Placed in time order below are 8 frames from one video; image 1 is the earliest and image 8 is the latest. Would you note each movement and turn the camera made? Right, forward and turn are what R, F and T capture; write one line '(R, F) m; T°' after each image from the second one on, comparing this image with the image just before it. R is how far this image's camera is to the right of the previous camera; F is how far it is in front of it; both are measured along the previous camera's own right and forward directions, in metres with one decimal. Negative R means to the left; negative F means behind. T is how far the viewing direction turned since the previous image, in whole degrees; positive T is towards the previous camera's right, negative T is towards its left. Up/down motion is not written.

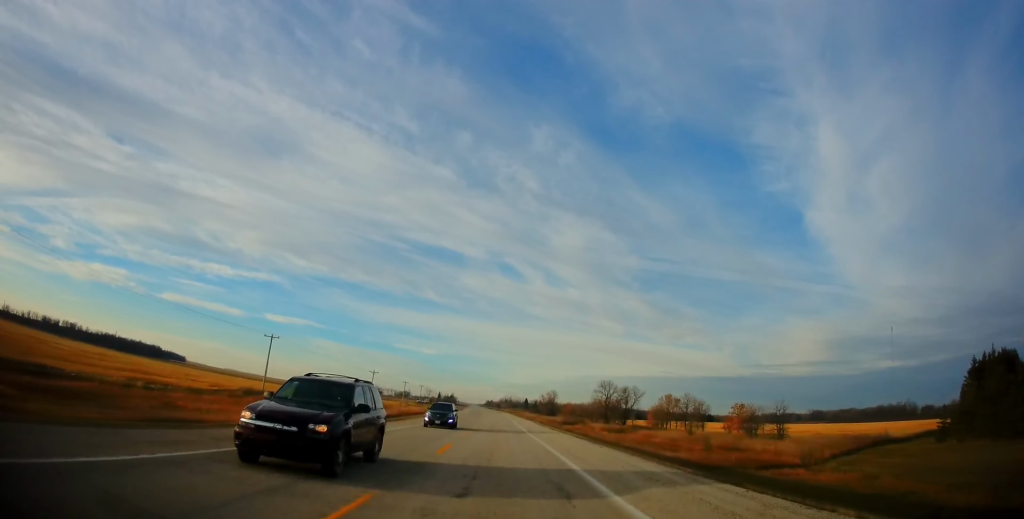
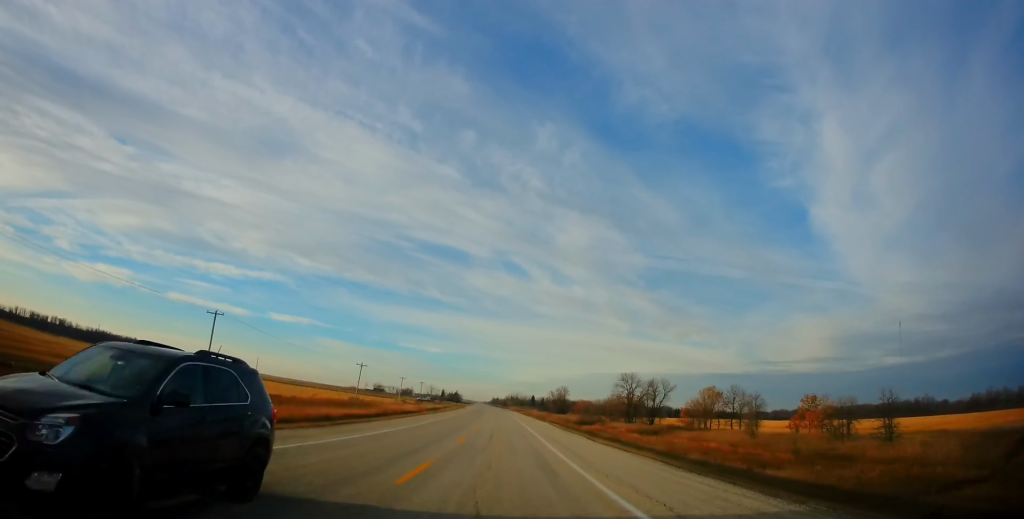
(-0.3, +17.8) m; -1°
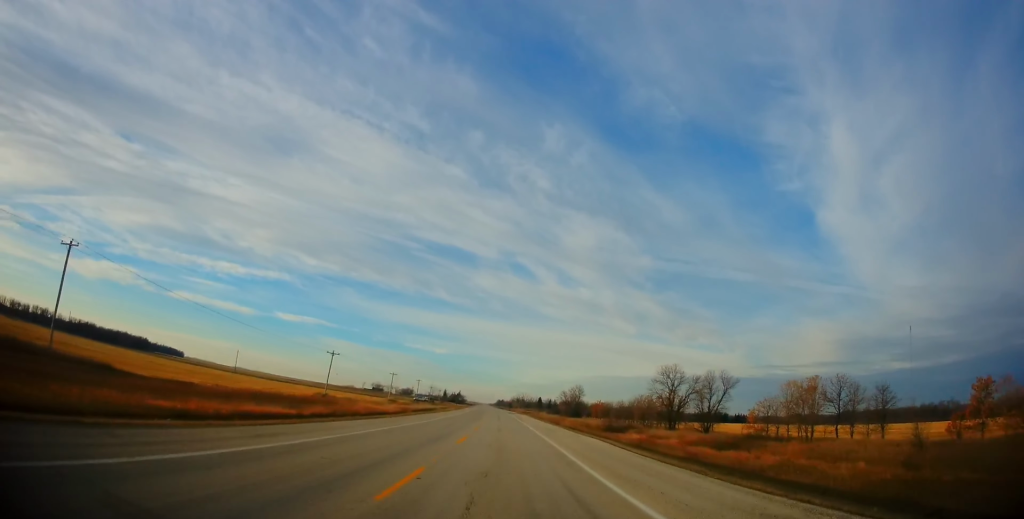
(0.0, +25.1) m; 0°
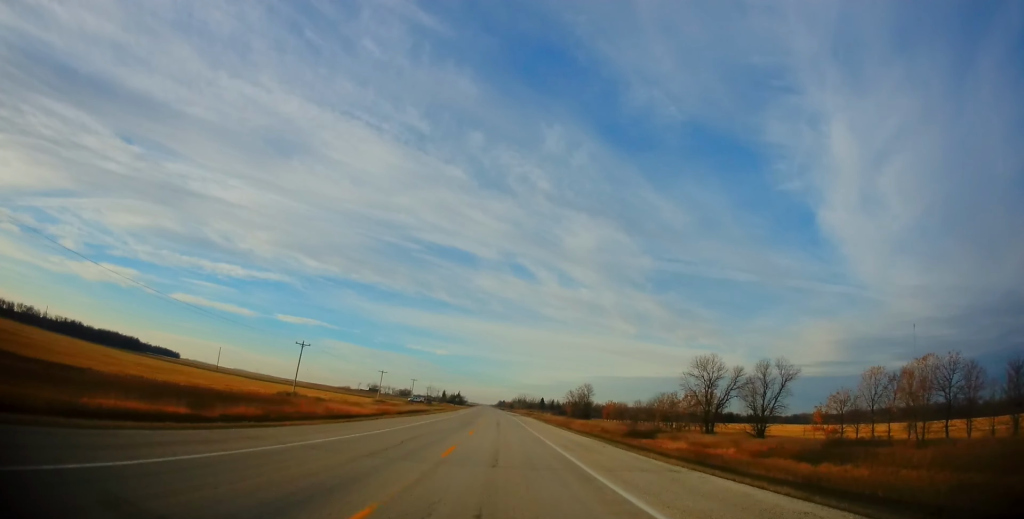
(-0.1, +14.9) m; 0°
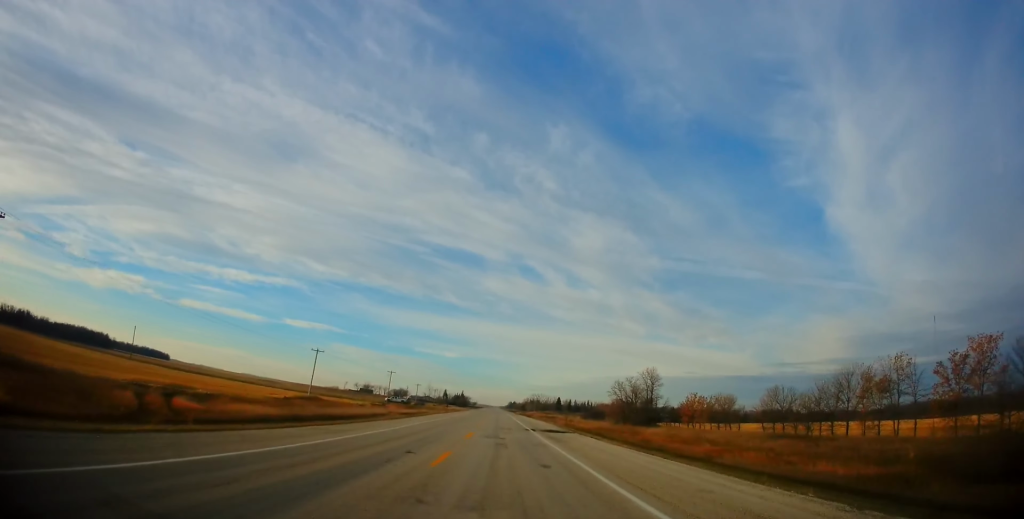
(-0.2, +53.0) m; -1°
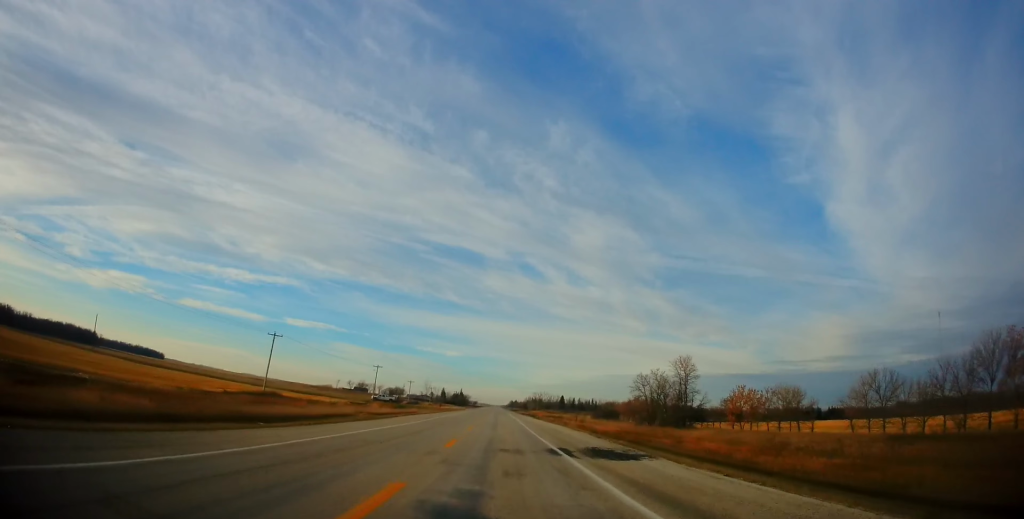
(-0.1, +17.9) m; 0°
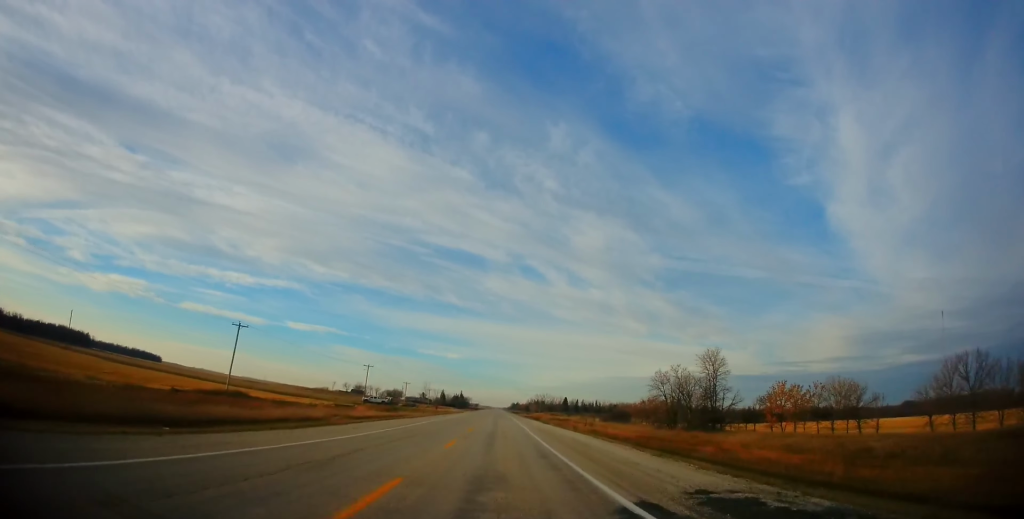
(0.0, +11.0) m; 0°
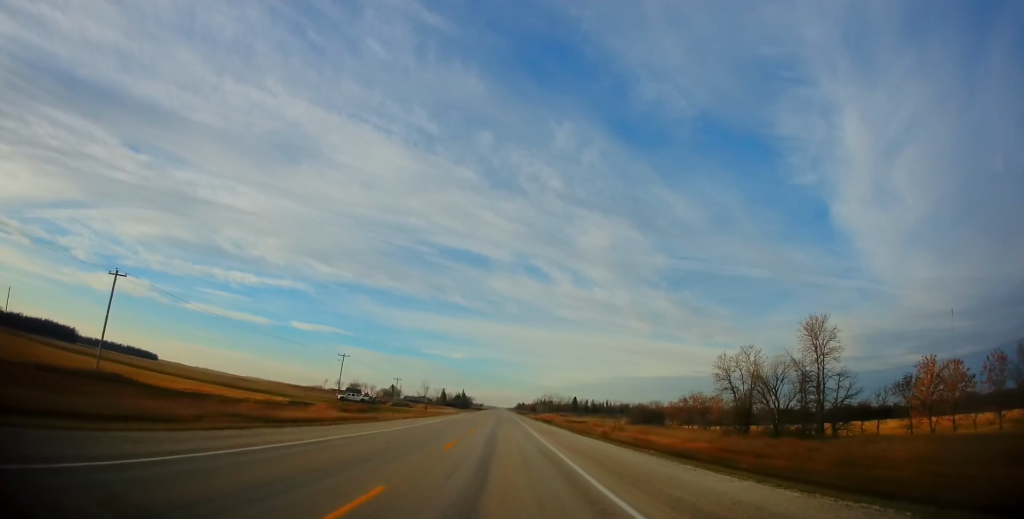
(0.0, +26.0) m; 0°
